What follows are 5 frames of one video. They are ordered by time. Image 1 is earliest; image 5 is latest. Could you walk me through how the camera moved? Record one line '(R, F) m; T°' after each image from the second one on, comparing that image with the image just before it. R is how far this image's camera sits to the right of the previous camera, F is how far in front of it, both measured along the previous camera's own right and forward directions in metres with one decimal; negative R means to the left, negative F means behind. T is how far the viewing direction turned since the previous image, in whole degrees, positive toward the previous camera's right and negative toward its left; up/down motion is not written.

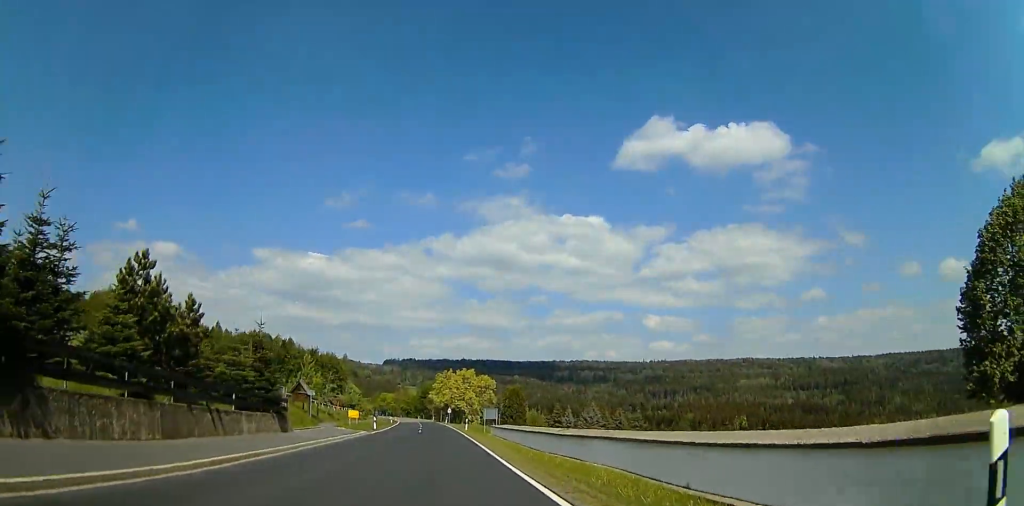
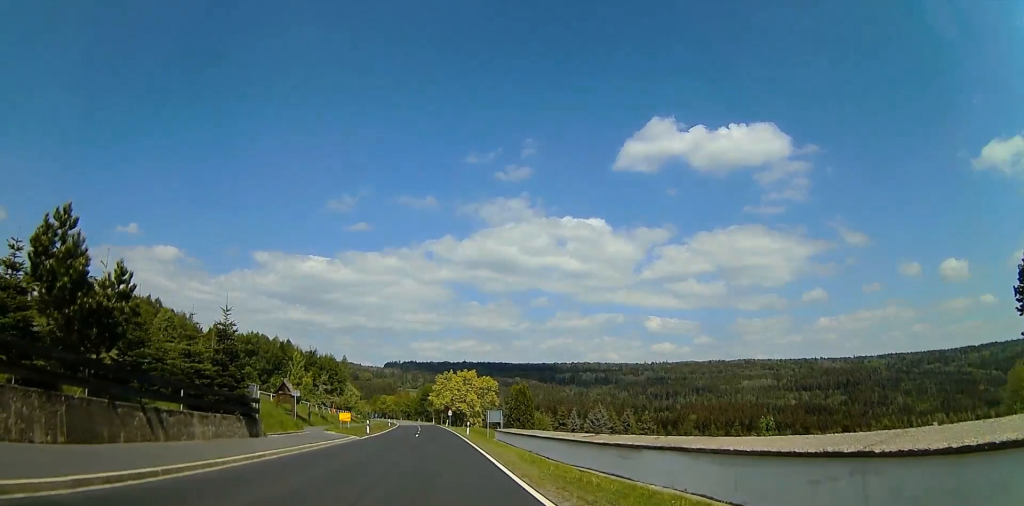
(-0.3, +4.6) m; 0°
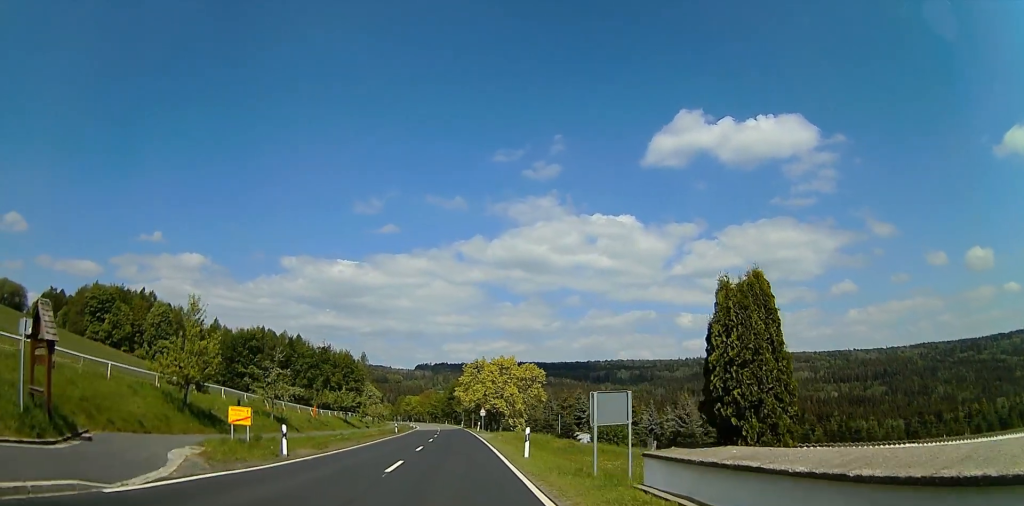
(-1.4, +29.6) m; -7°
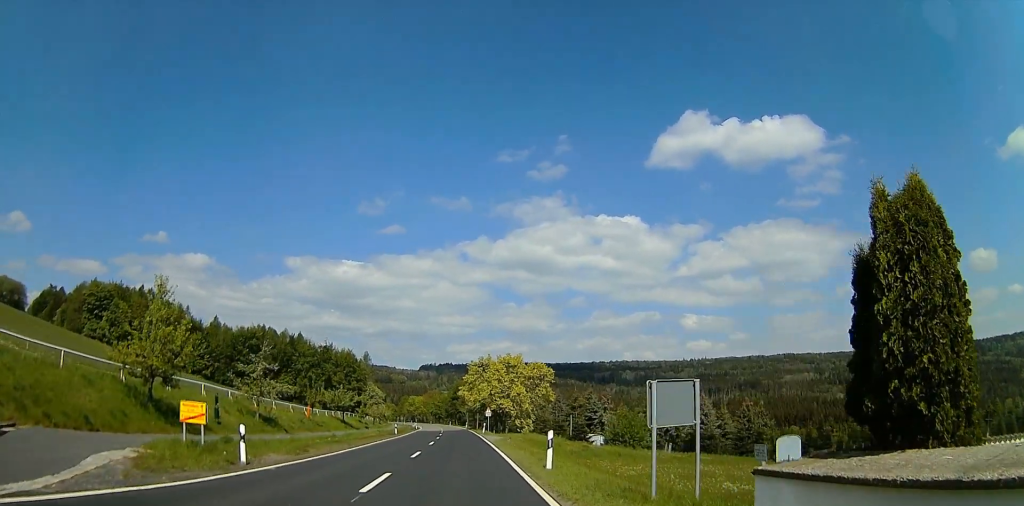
(0.0, +4.2) m; 0°
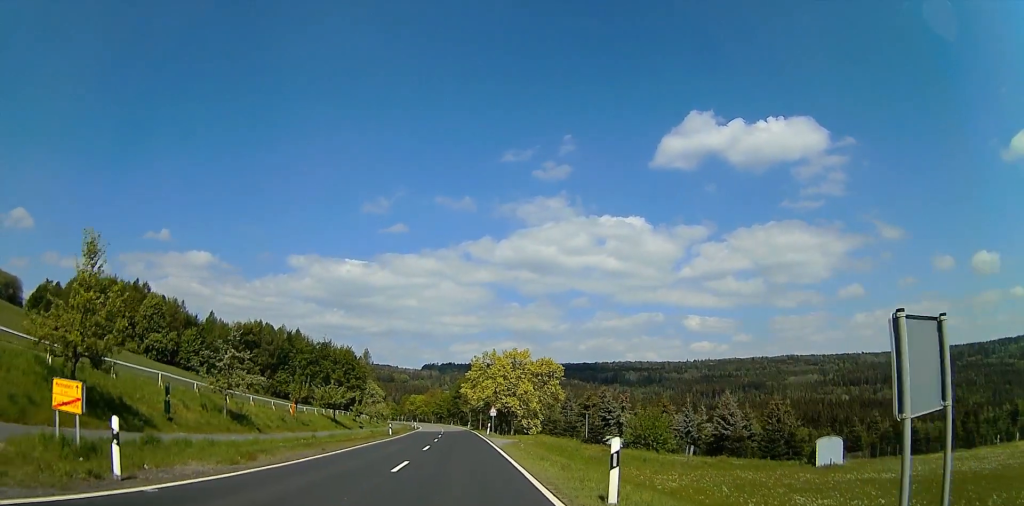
(0.0, +6.0) m; +1°
